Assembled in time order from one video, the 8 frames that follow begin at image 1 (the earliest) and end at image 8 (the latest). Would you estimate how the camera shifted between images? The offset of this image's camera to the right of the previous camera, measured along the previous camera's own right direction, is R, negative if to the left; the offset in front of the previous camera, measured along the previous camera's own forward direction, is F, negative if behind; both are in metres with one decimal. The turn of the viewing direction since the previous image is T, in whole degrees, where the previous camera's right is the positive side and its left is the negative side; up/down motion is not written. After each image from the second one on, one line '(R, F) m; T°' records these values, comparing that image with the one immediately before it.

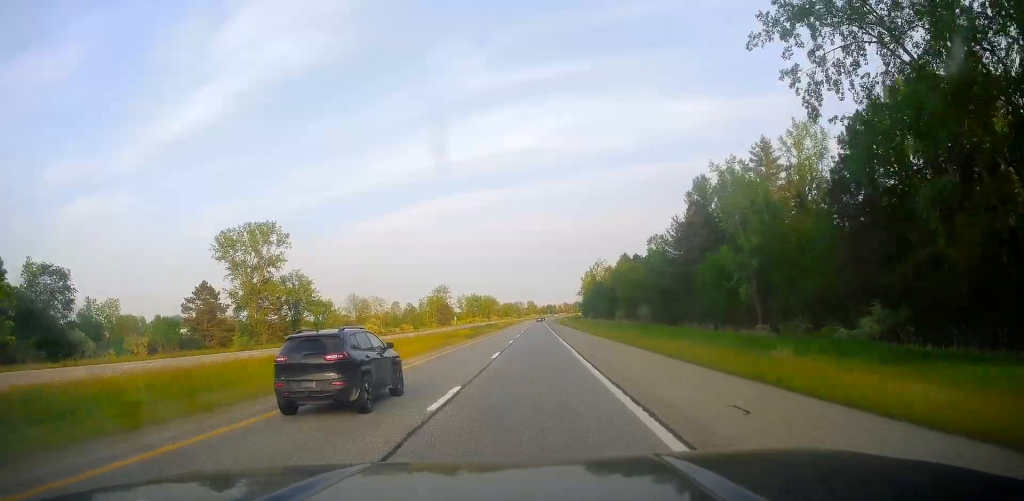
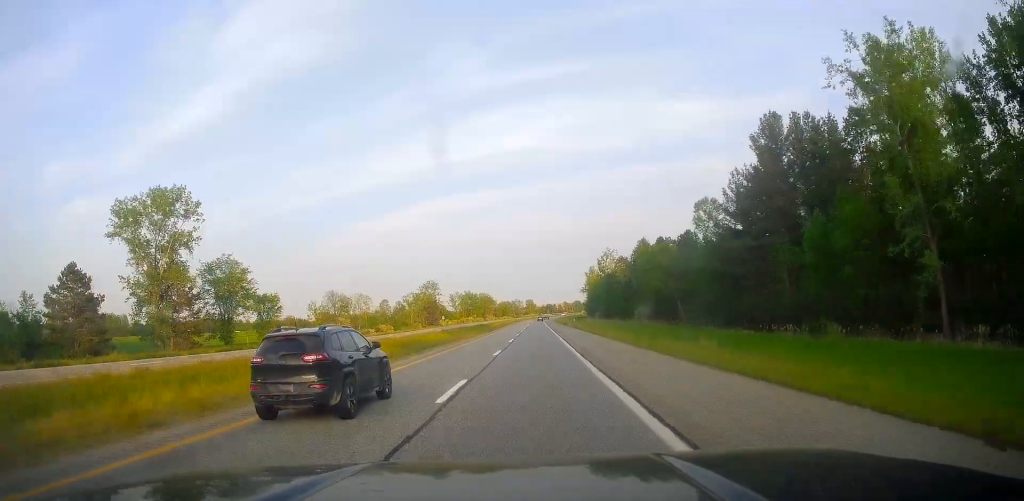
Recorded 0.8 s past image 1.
(-0.1, +29.9) m; 0°
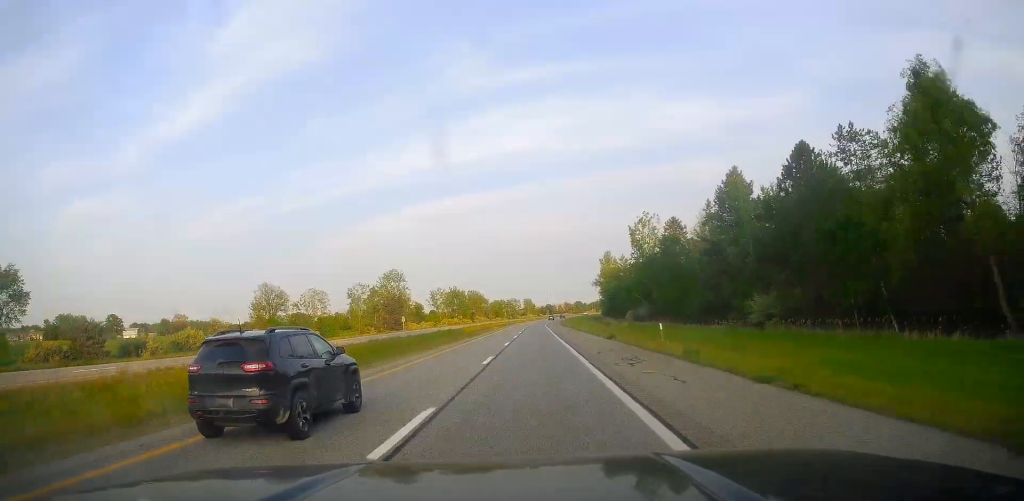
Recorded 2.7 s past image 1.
(+0.5, +65.9) m; +1°
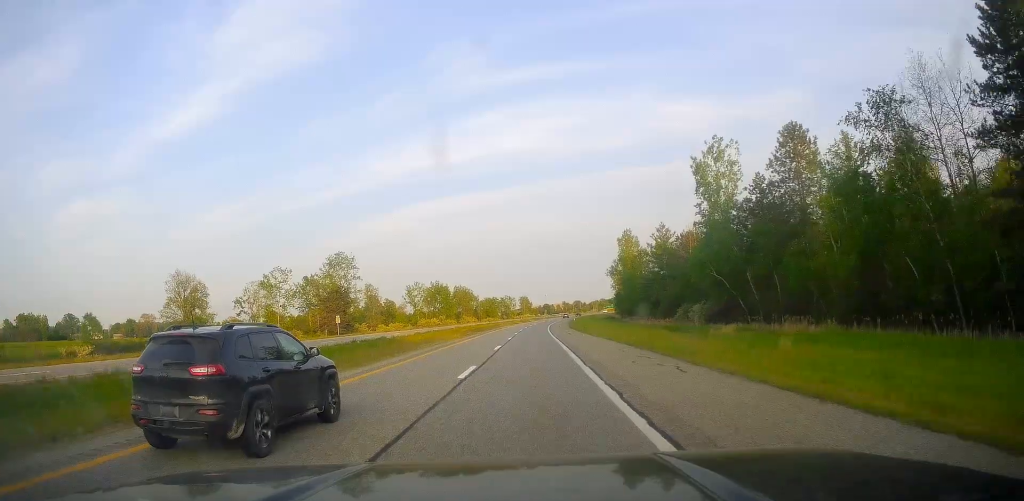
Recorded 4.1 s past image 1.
(0.0, +51.5) m; -1°
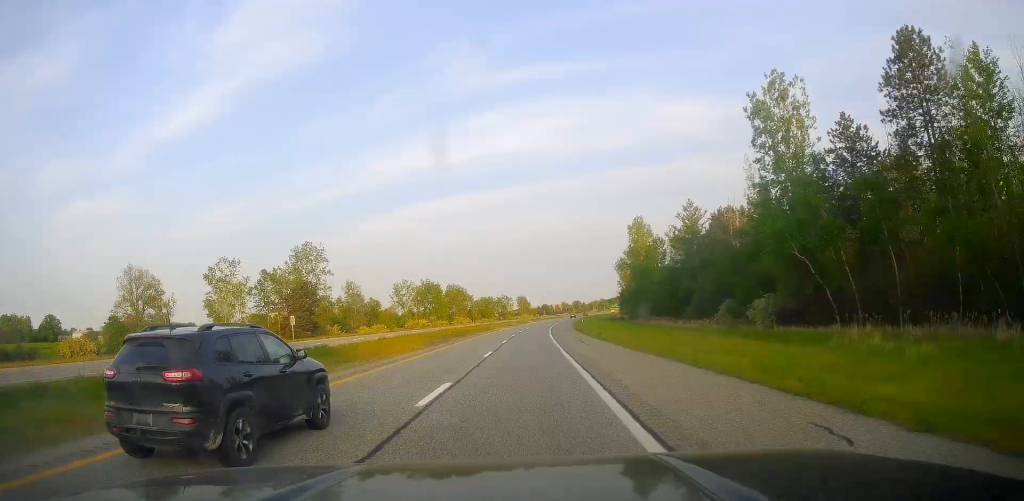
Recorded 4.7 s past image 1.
(-0.1, +20.3) m; 0°
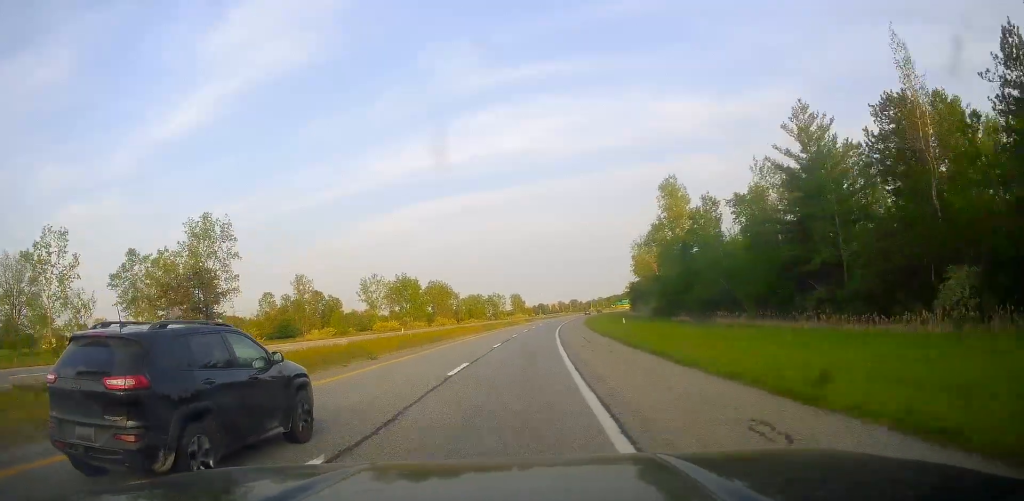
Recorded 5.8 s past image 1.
(+0.2, +39.6) m; +1°
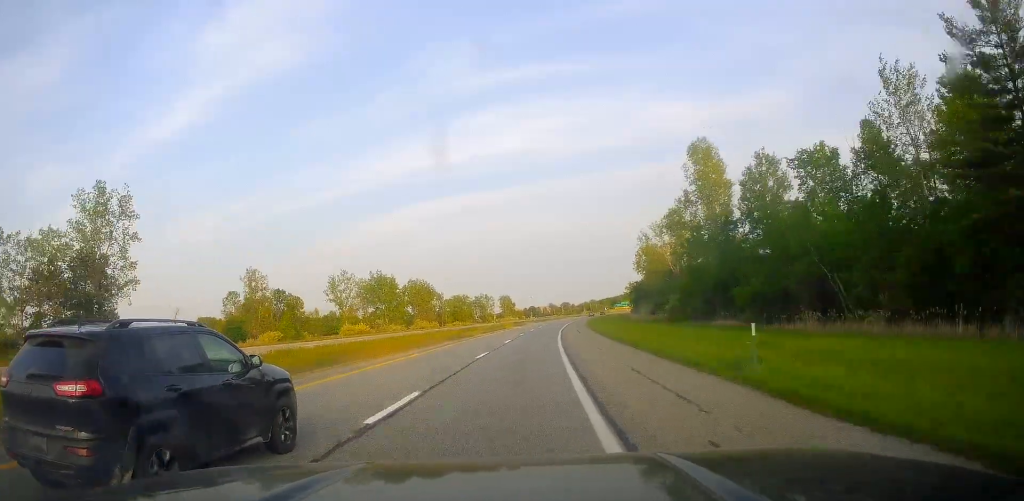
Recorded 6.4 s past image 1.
(+0.1, +24.0) m; 0°
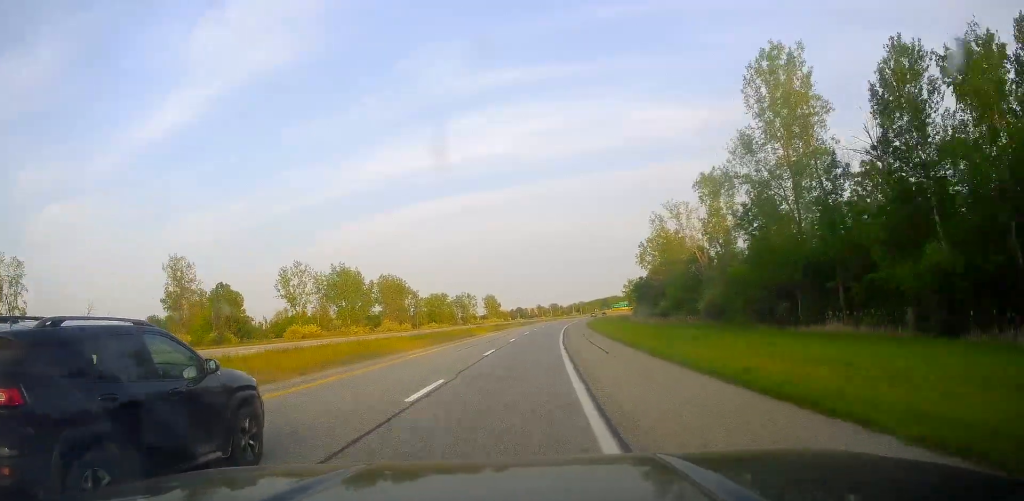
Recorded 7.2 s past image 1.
(0.0, +27.6) m; +1°
